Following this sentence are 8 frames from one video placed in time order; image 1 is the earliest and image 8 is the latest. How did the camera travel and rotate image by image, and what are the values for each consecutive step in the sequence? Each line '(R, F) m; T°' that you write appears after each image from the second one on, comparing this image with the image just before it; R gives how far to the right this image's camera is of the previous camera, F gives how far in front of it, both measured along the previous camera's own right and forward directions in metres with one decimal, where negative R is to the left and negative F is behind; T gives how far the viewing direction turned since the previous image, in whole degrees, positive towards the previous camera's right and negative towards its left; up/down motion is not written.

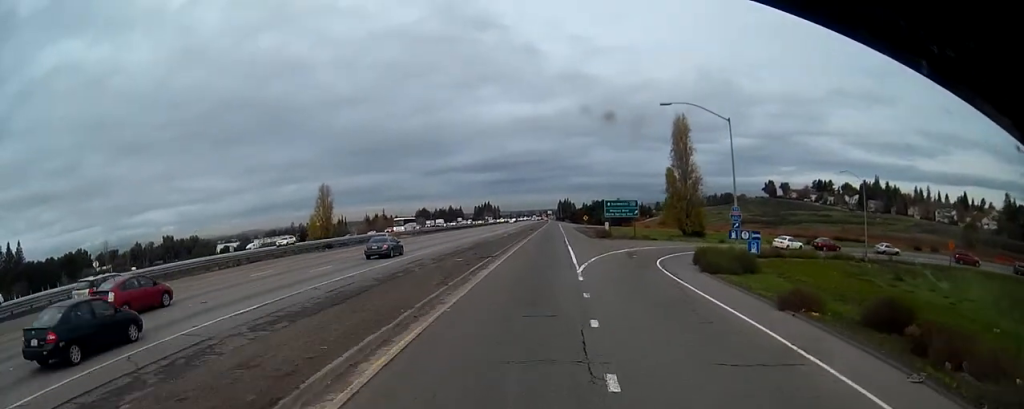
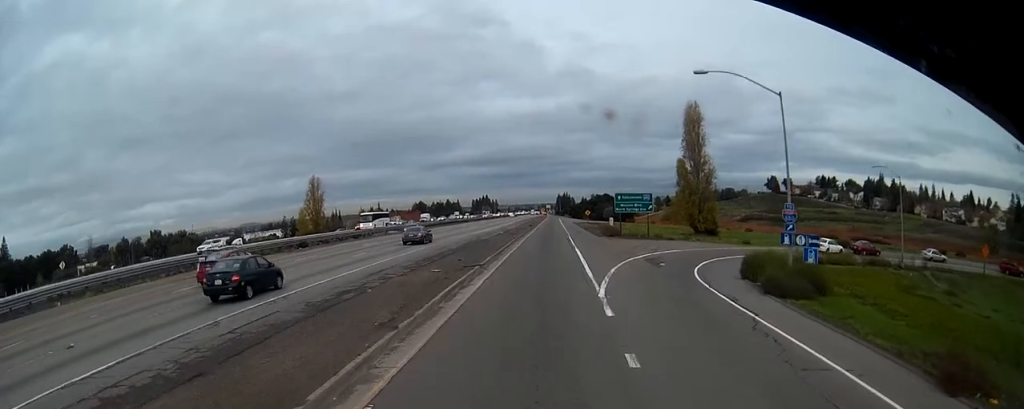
(-0.3, +7.8) m; 0°
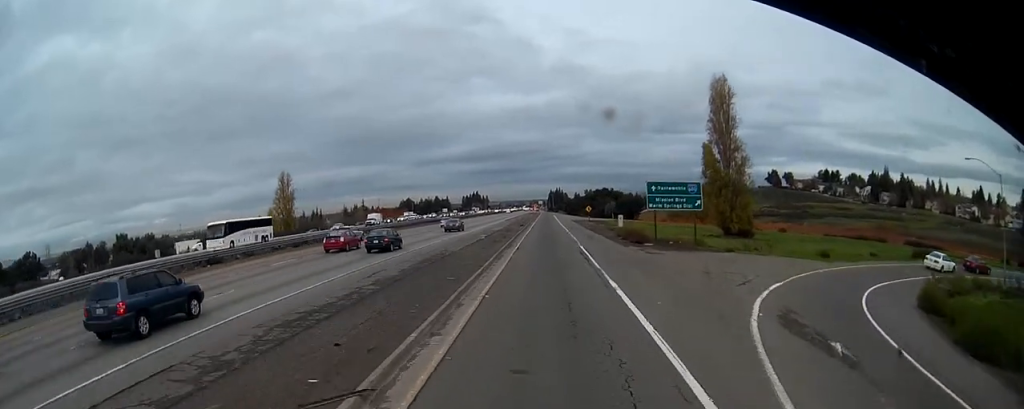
(+0.3, +17.4) m; 0°
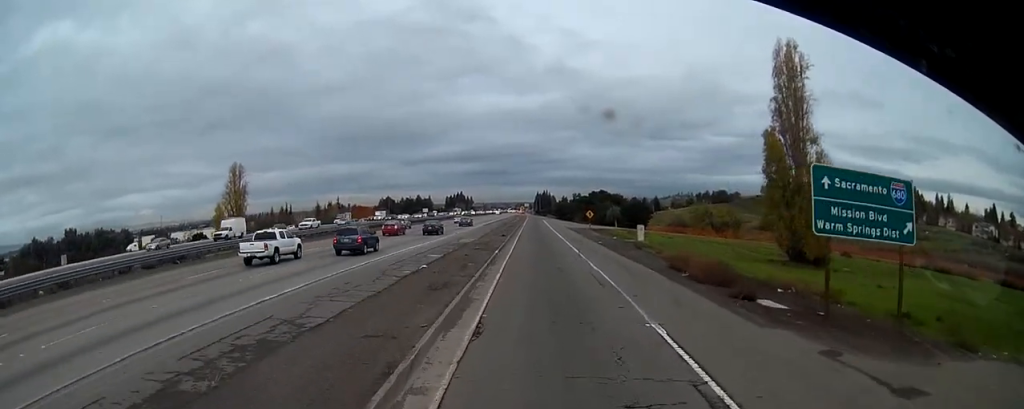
(-0.6, +22.5) m; 0°
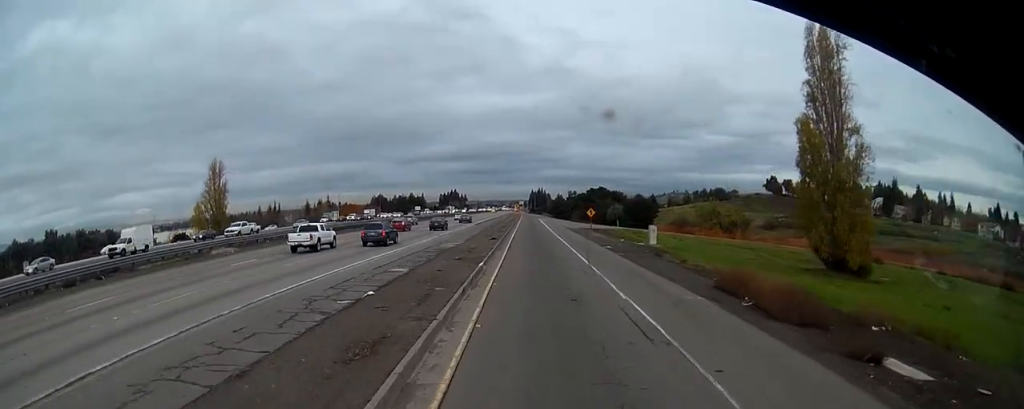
(+0.3, +8.0) m; +1°
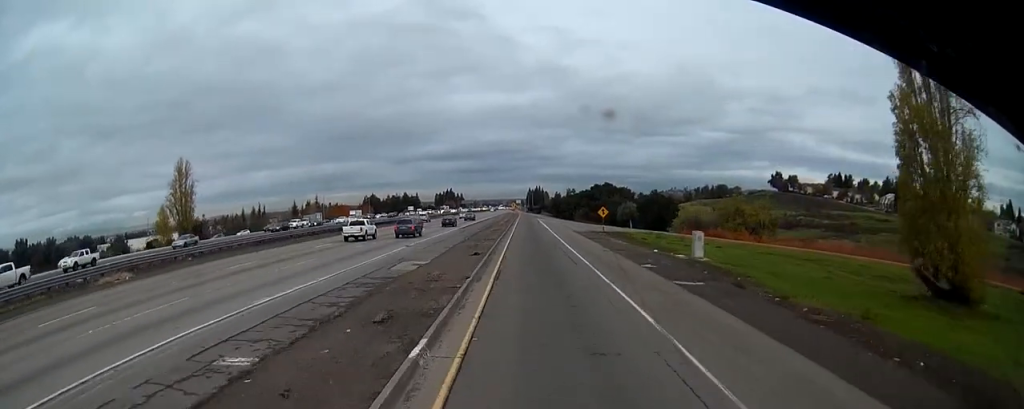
(0.0, +14.4) m; 0°
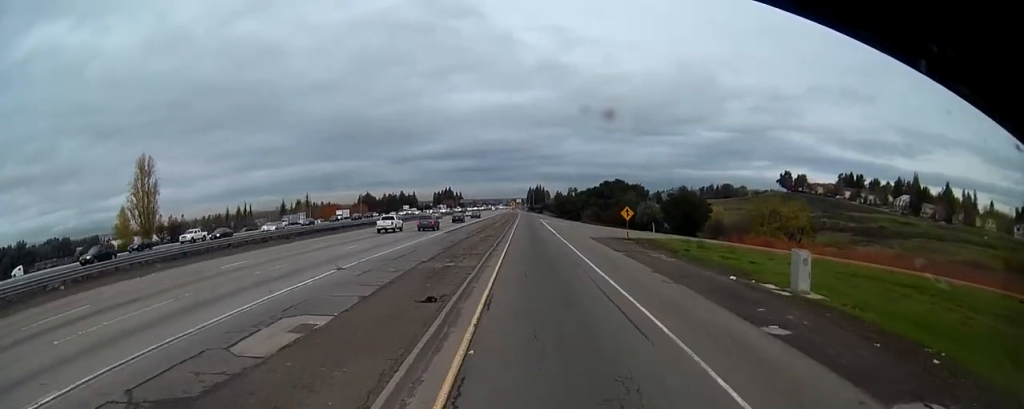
(0.0, +15.0) m; 0°
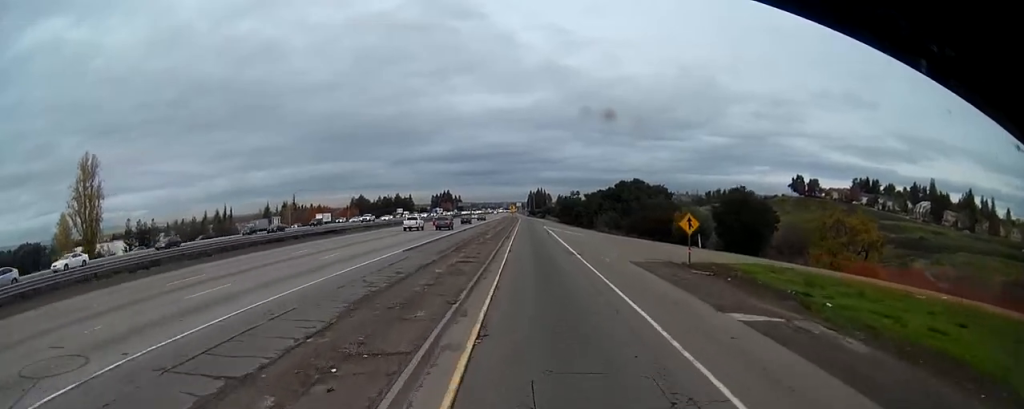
(-0.1, +19.2) m; 0°
